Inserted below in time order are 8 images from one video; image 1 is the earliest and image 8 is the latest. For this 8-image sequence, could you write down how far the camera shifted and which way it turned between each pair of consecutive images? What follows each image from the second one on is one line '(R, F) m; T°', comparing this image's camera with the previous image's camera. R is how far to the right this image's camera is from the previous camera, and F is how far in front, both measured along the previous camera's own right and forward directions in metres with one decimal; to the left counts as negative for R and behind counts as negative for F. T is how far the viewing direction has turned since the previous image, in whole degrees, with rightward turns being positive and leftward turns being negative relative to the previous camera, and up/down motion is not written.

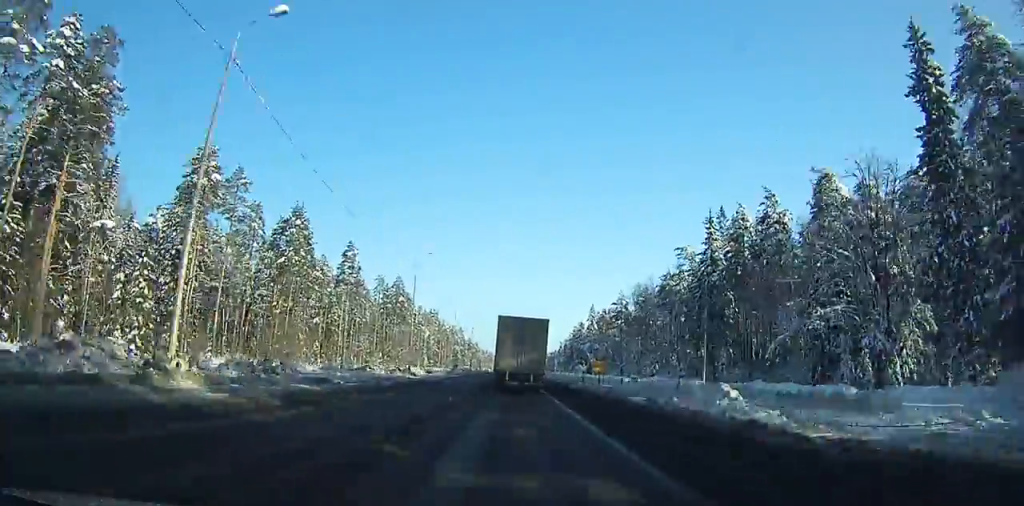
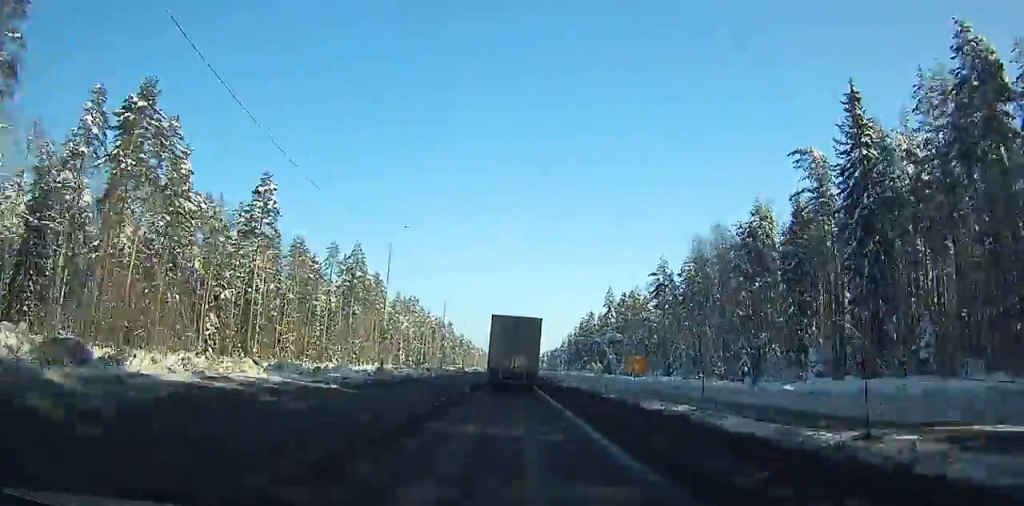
(+0.1, +47.0) m; 0°
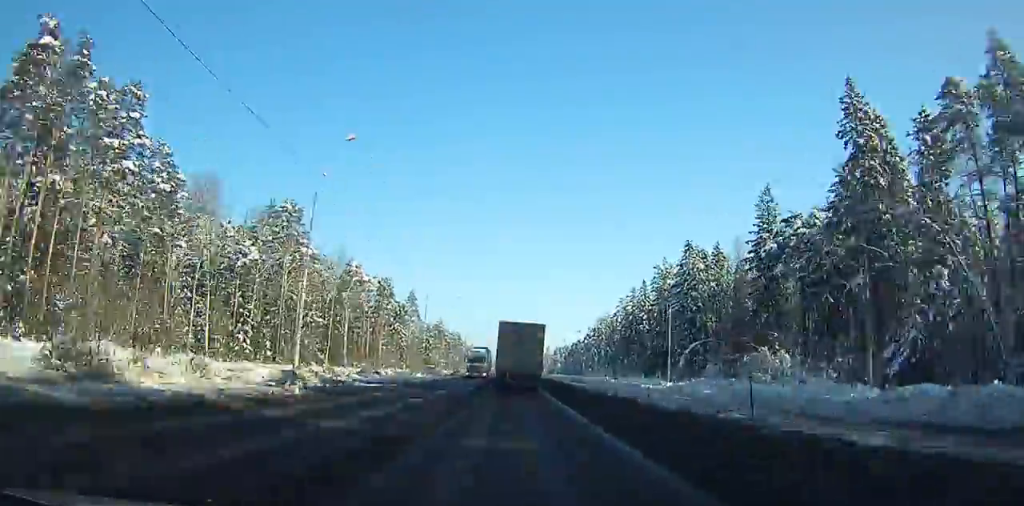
(-0.6, +131.5) m; 0°
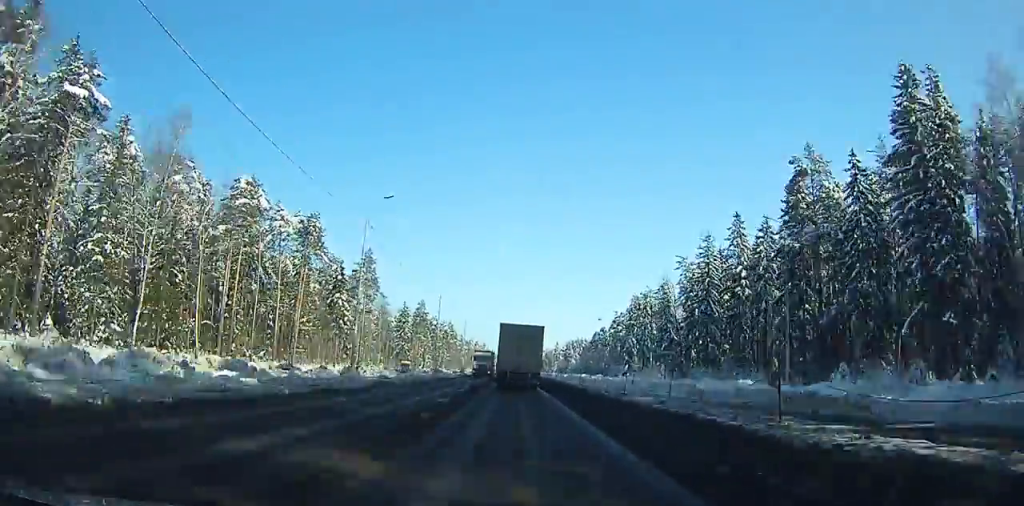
(+0.1, +66.2) m; 0°
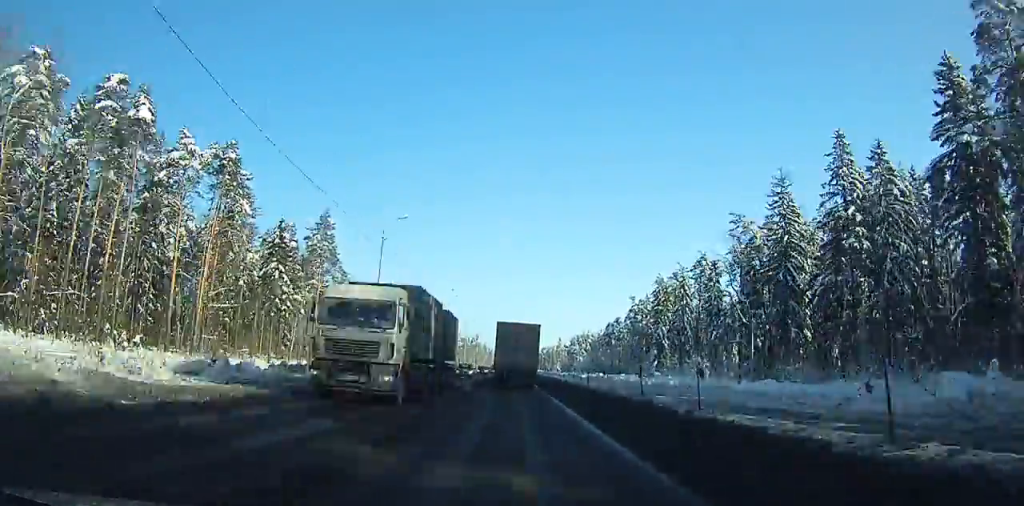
(0.0, +32.6) m; 0°
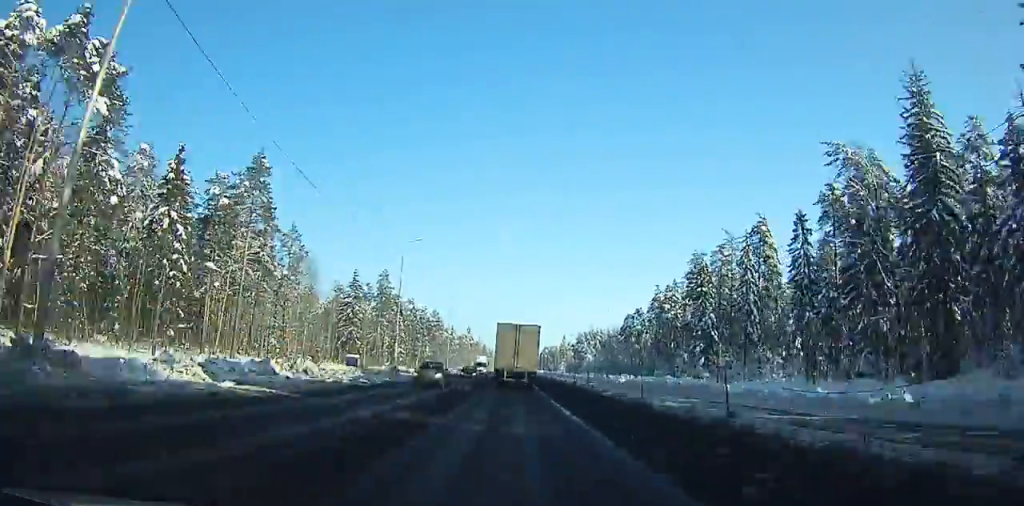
(+0.1, +31.0) m; 0°
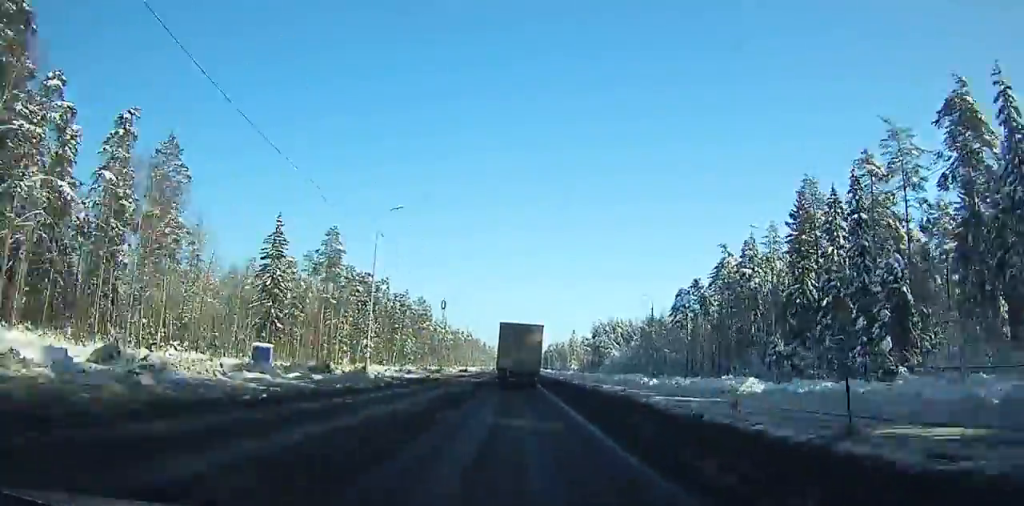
(+0.1, +47.8) m; 0°
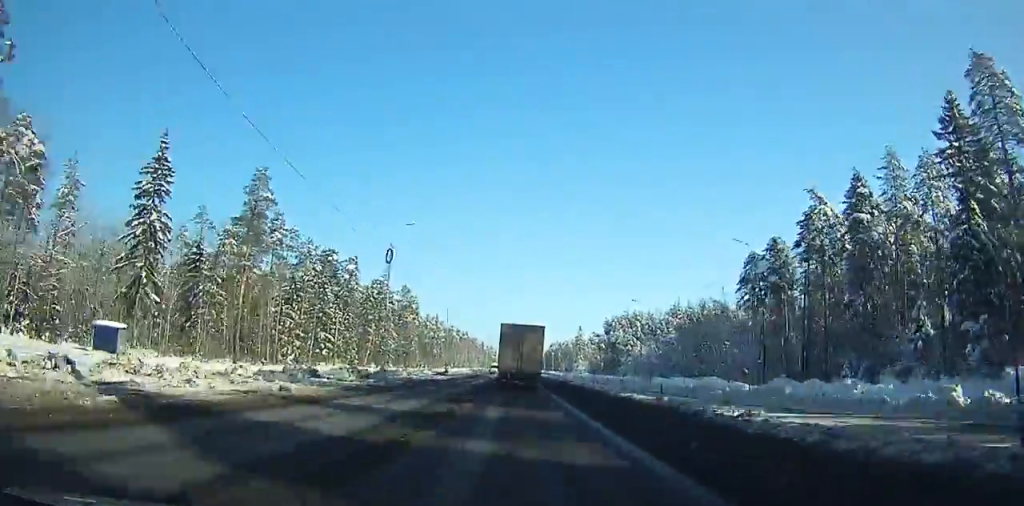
(0.0, +33.0) m; 0°
